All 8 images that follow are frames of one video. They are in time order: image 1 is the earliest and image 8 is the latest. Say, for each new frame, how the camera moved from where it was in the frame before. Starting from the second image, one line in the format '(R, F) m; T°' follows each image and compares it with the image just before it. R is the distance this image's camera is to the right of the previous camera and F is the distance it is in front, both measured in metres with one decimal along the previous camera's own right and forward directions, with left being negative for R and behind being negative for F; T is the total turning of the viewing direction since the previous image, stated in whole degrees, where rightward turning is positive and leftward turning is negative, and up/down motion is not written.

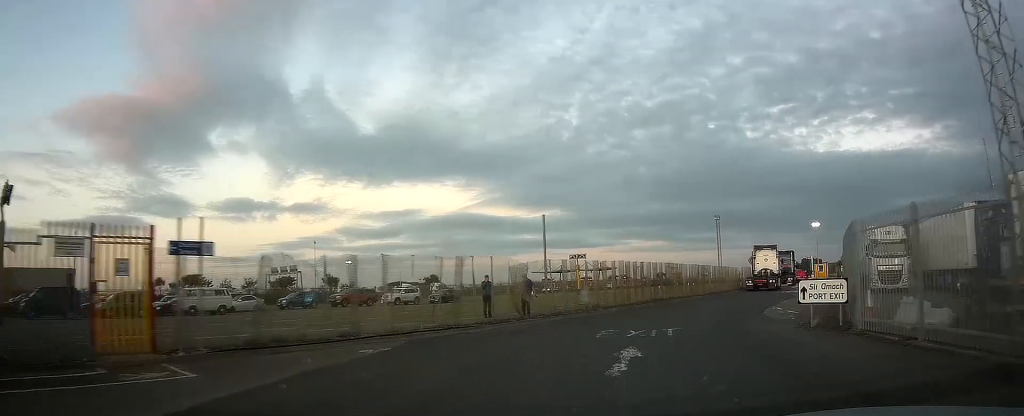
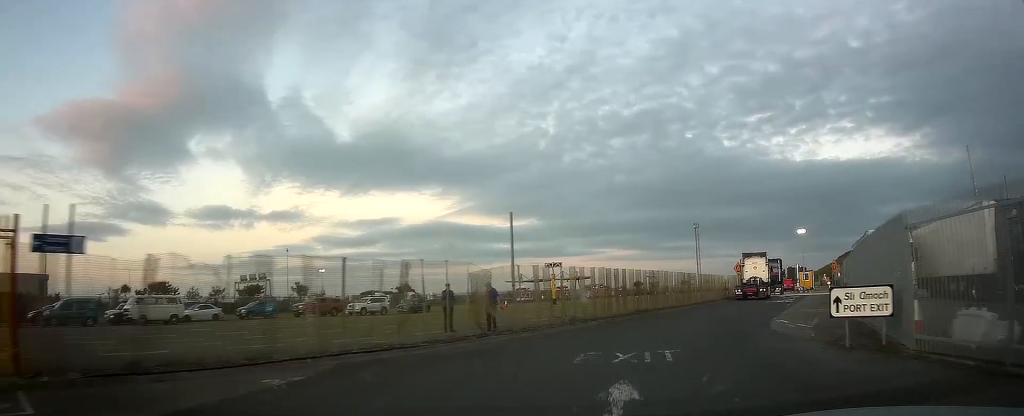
(+0.3, +3.3) m; +3°
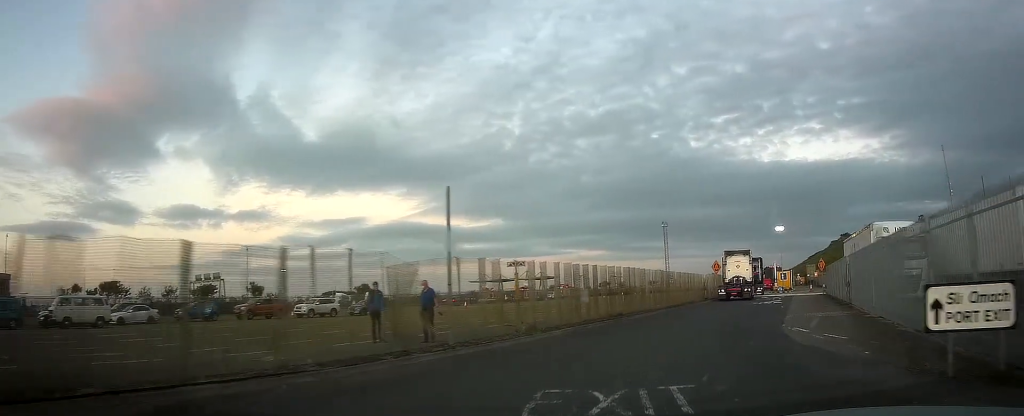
(0.0, +4.6) m; +4°
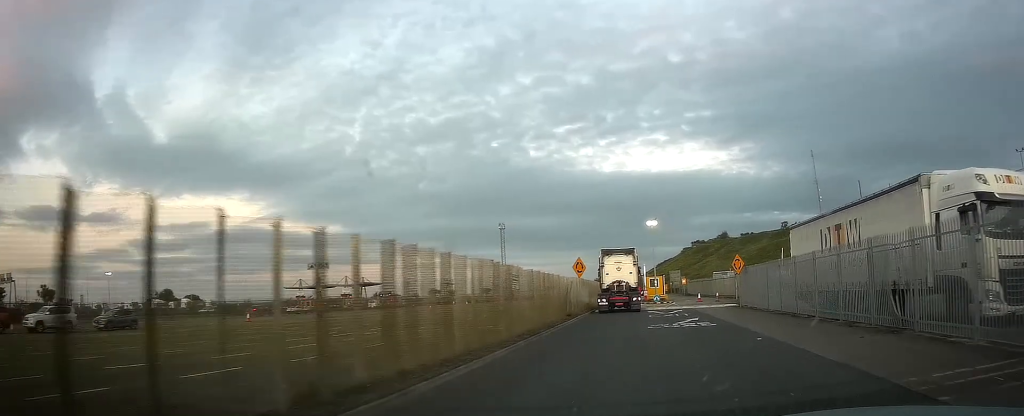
(+2.7, +16.8) m; +16°
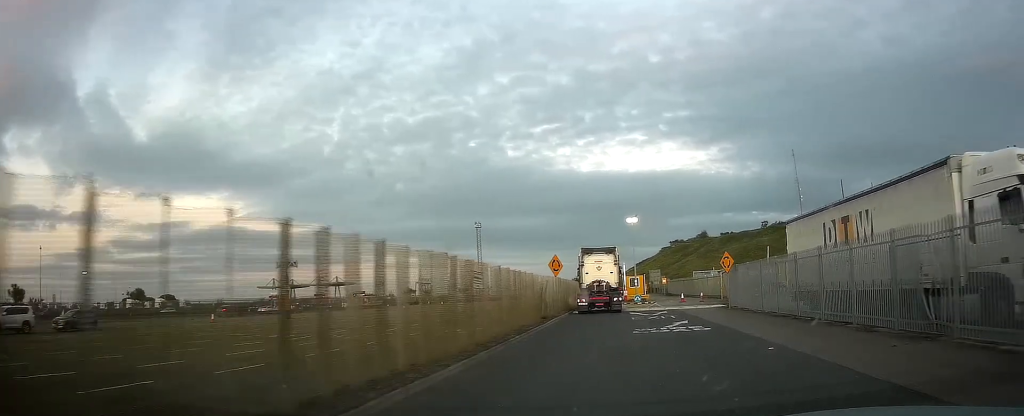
(0.0, +2.5) m; +2°
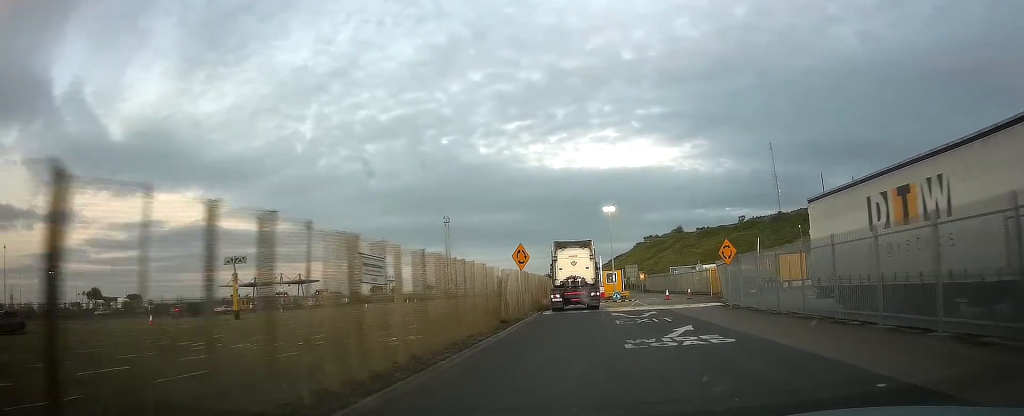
(+0.2, +5.4) m; +4°
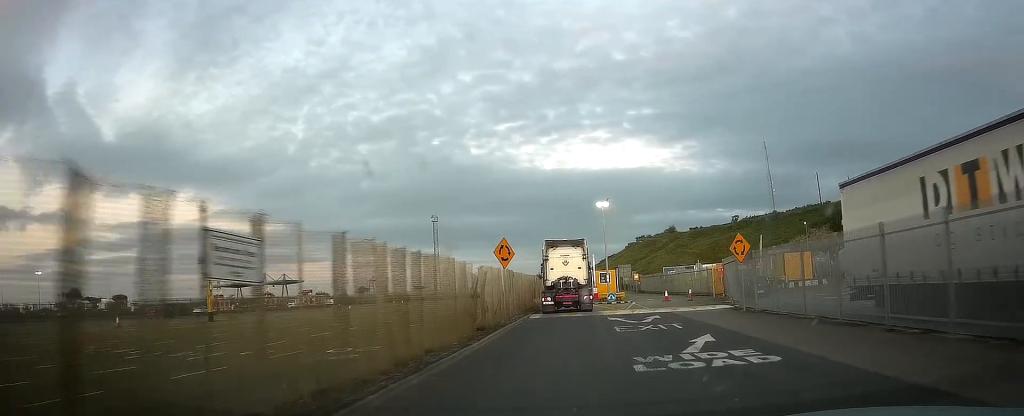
(+0.1, +3.4) m; +2°
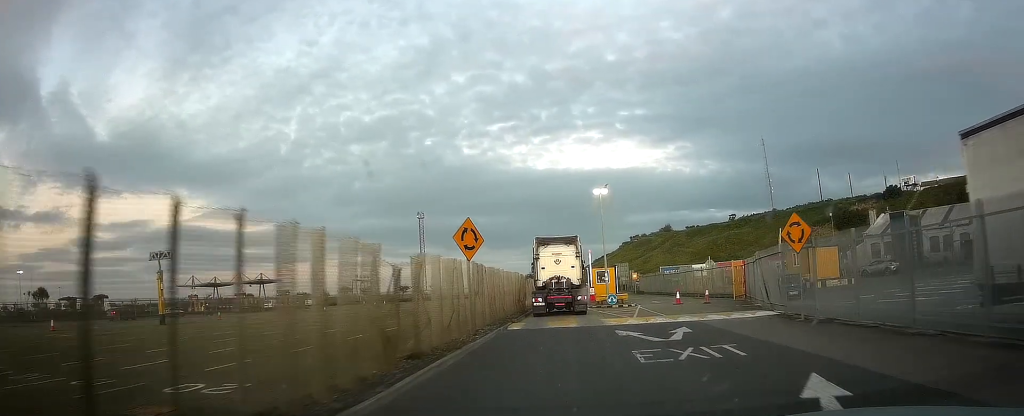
(0.0, +6.8) m; +1°
